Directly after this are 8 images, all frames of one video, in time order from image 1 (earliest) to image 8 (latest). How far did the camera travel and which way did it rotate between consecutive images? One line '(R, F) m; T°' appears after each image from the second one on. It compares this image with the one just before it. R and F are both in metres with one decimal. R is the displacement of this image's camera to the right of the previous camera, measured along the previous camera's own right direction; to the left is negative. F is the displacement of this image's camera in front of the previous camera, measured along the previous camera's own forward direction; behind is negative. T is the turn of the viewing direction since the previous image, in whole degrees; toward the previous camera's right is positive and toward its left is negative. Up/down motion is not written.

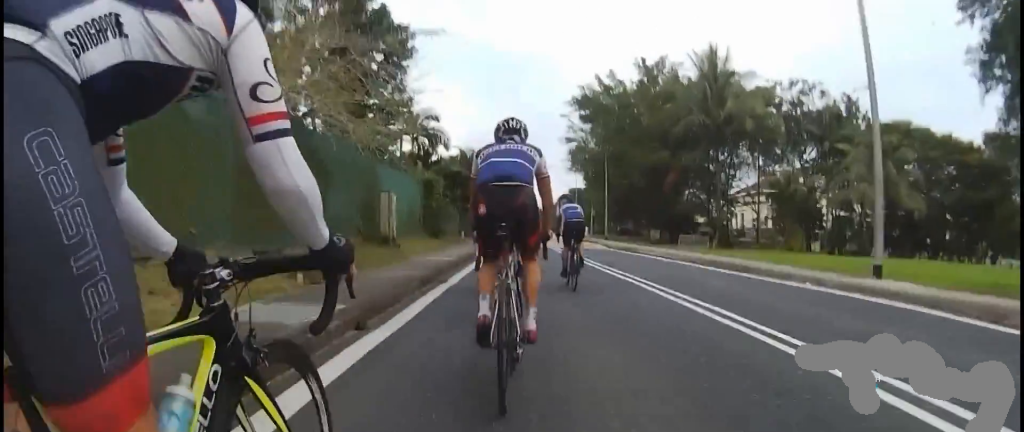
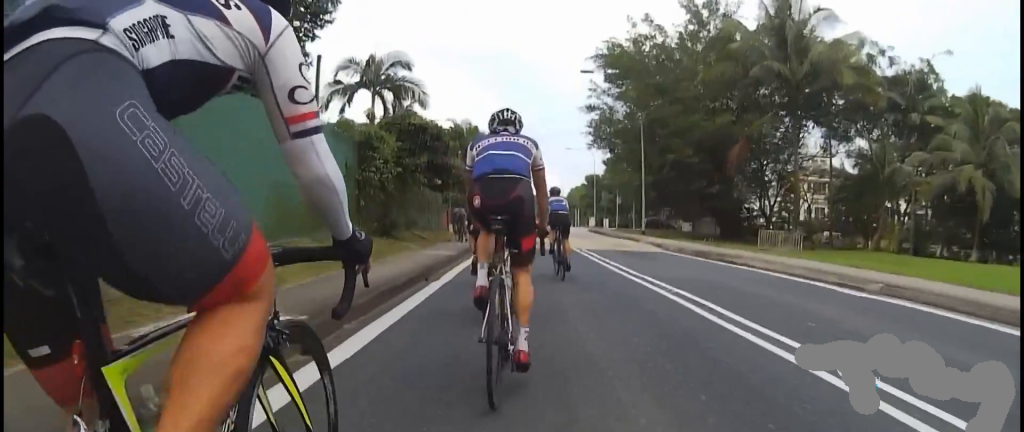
(+0.4, +11.2) m; +2°
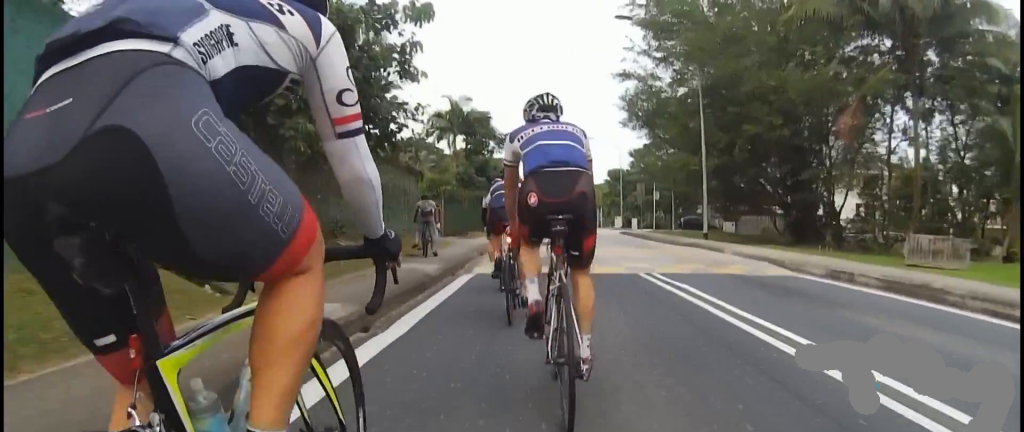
(-0.6, +9.7) m; -1°
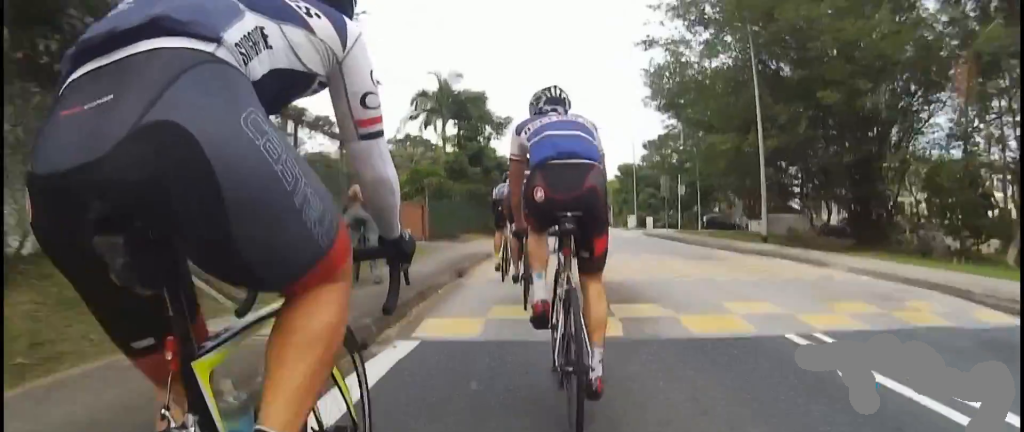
(+0.5, +6.1) m; -1°
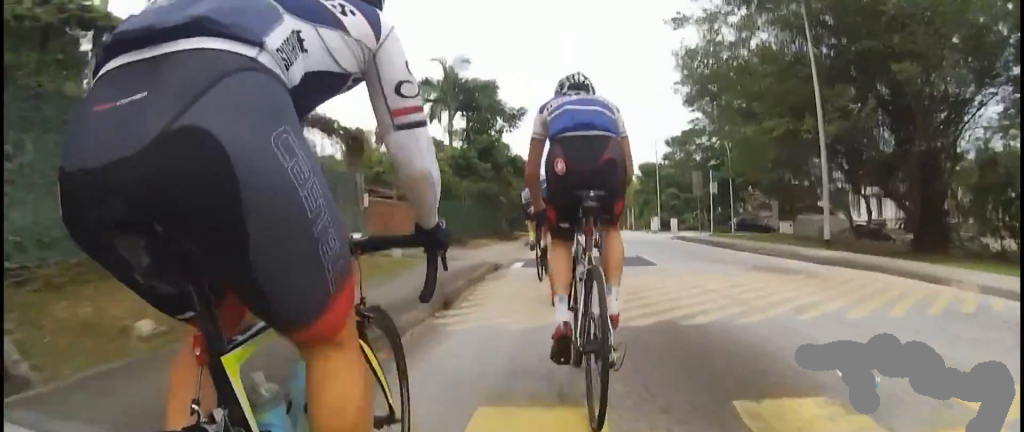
(-0.6, +3.4) m; +1°
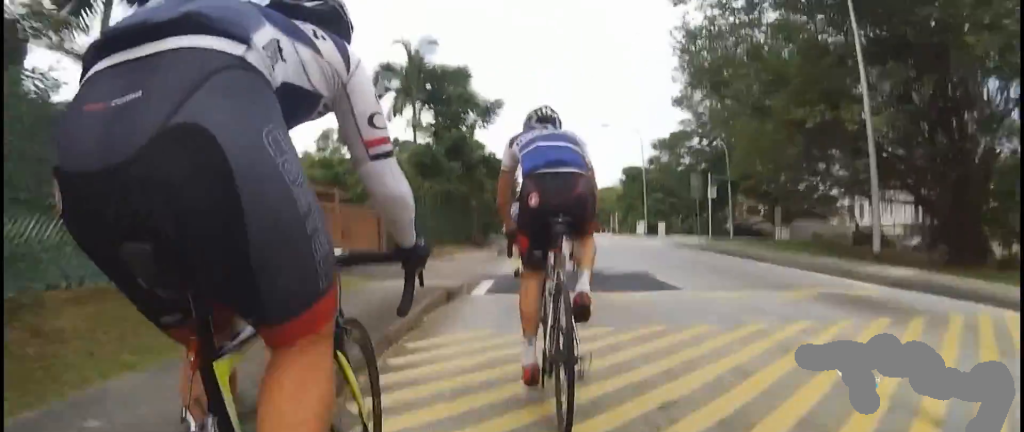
(-0.3, +3.9) m; +1°
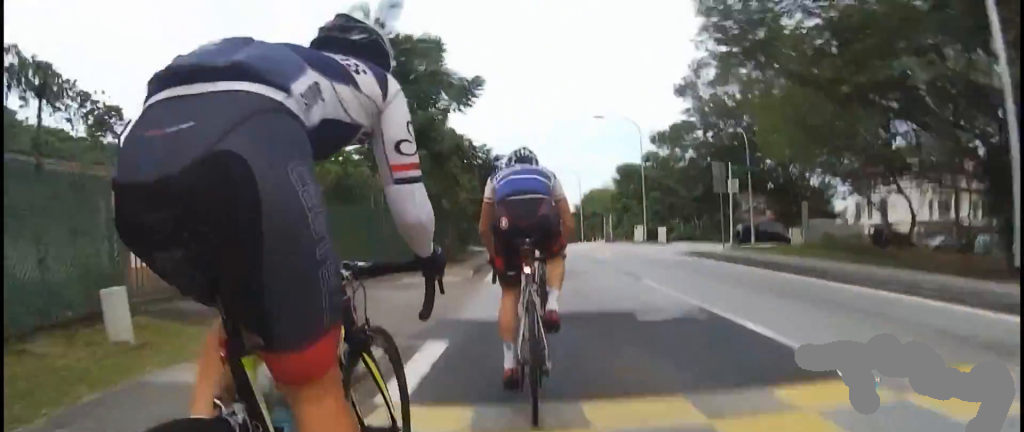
(+1.1, +5.4) m; 0°
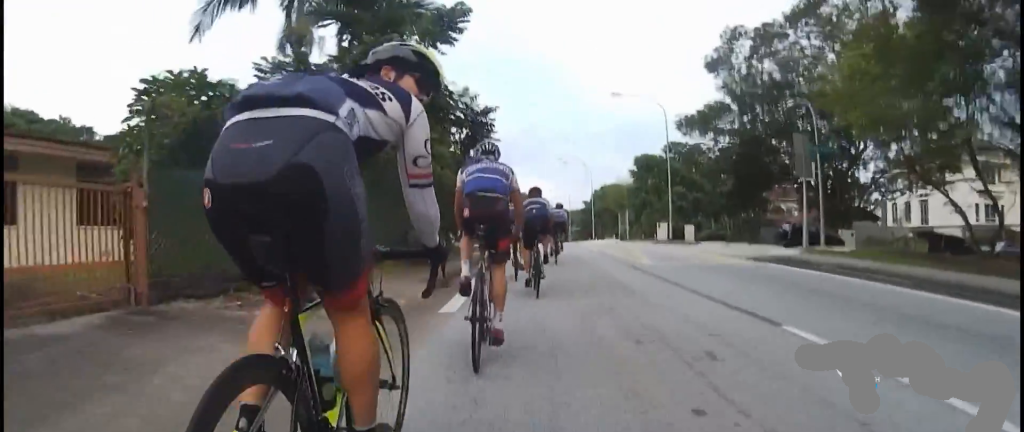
(-1.1, +6.9) m; -2°
